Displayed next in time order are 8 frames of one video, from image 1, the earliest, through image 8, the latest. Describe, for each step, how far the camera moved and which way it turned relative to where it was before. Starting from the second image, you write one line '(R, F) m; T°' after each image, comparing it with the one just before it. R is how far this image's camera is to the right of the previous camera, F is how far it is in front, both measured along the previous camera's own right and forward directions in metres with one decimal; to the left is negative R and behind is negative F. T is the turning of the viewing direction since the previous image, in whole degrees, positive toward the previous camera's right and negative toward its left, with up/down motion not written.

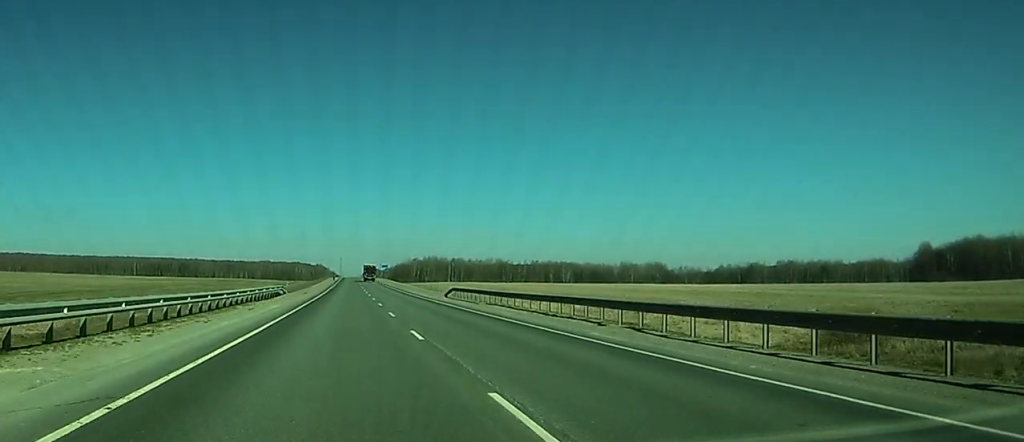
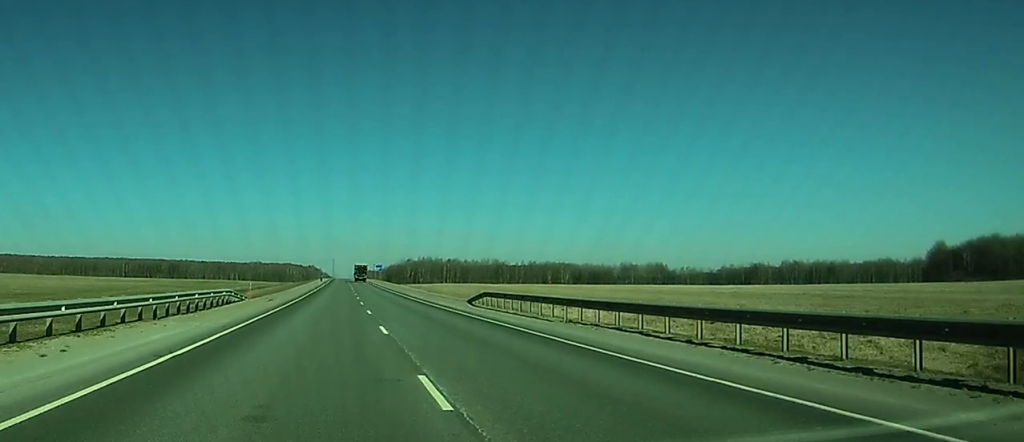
(+0.1, +22.2) m; 0°
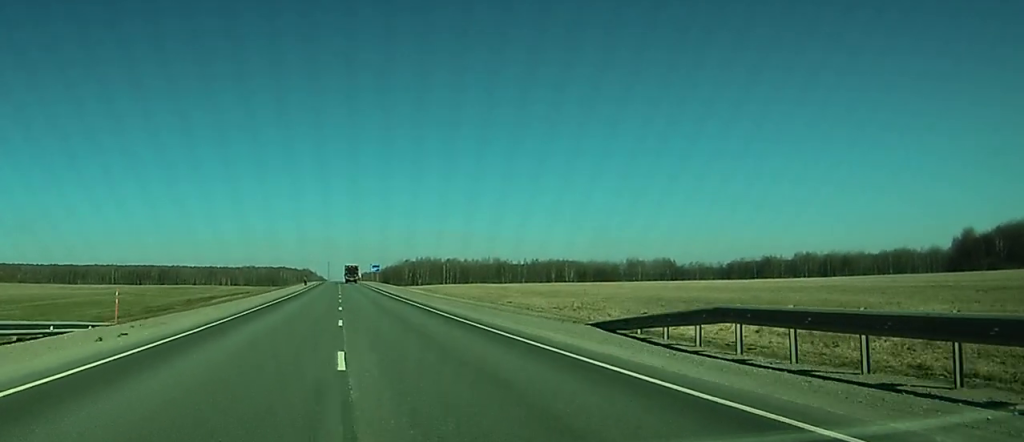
(+0.1, +32.3) m; +1°
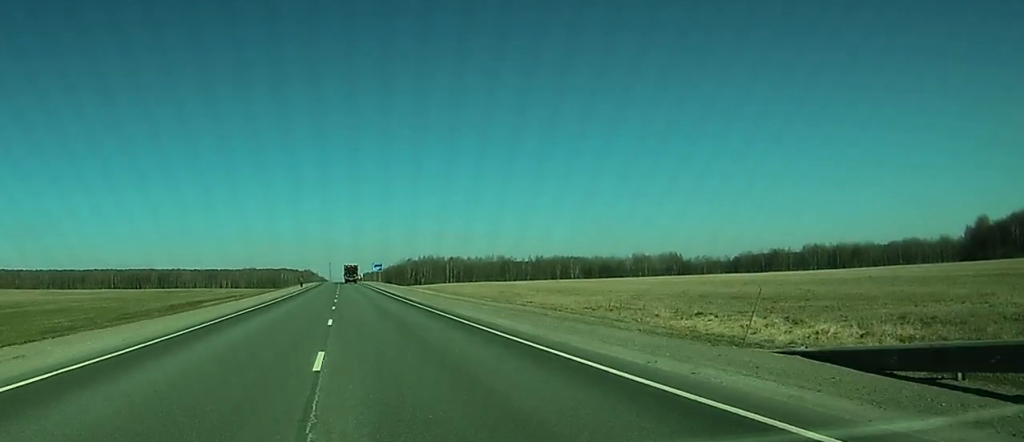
(+0.1, +12.2) m; +1°
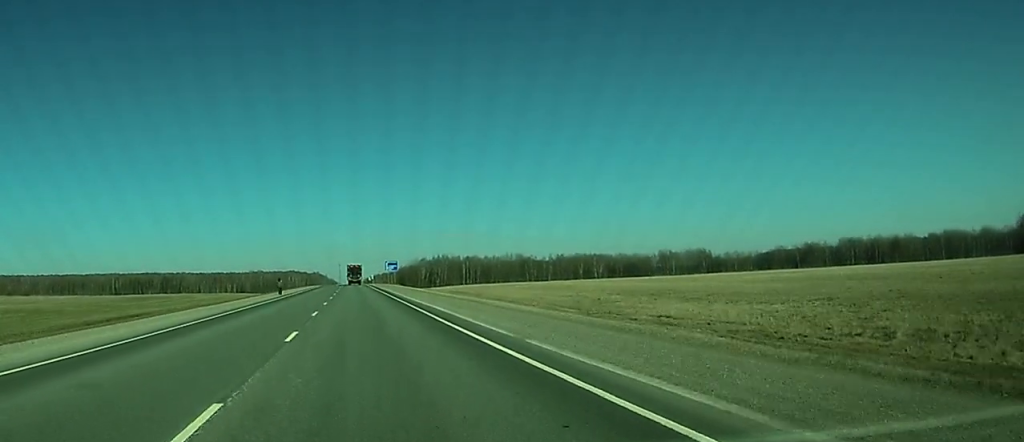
(+0.9, +42.4) m; +1°
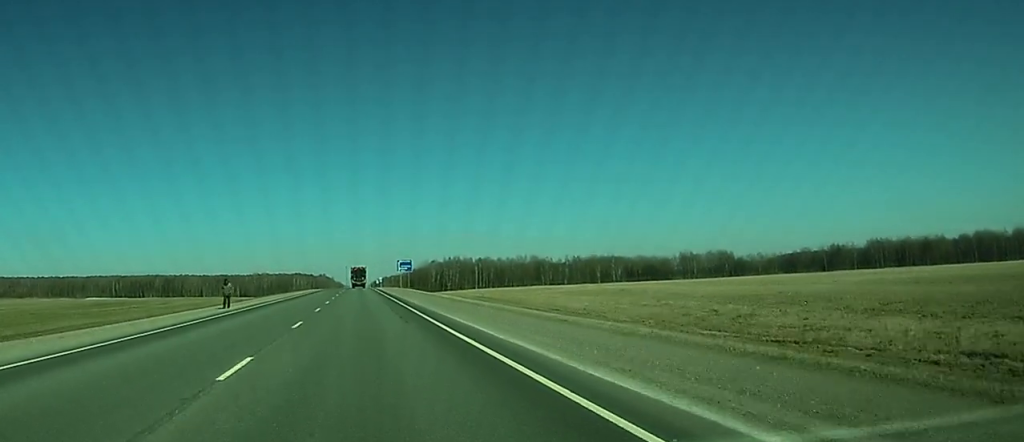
(-0.6, +31.2) m; -2°
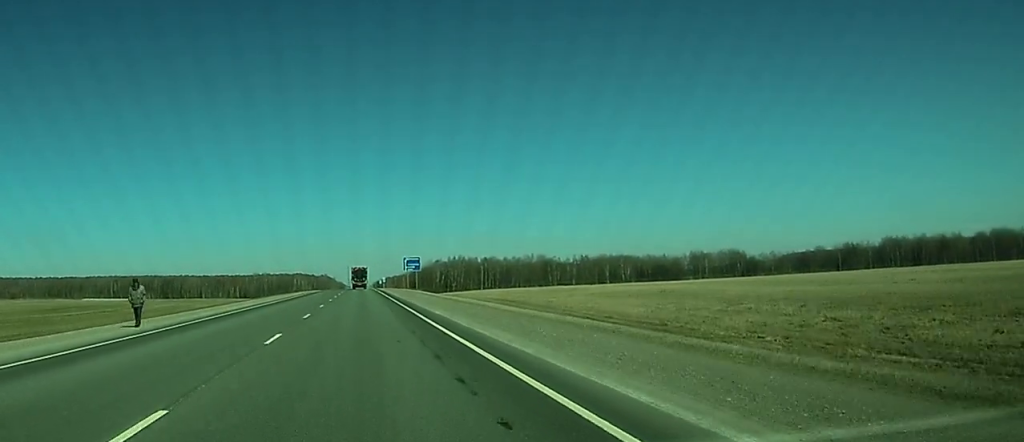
(-0.2, +18.0) m; 0°
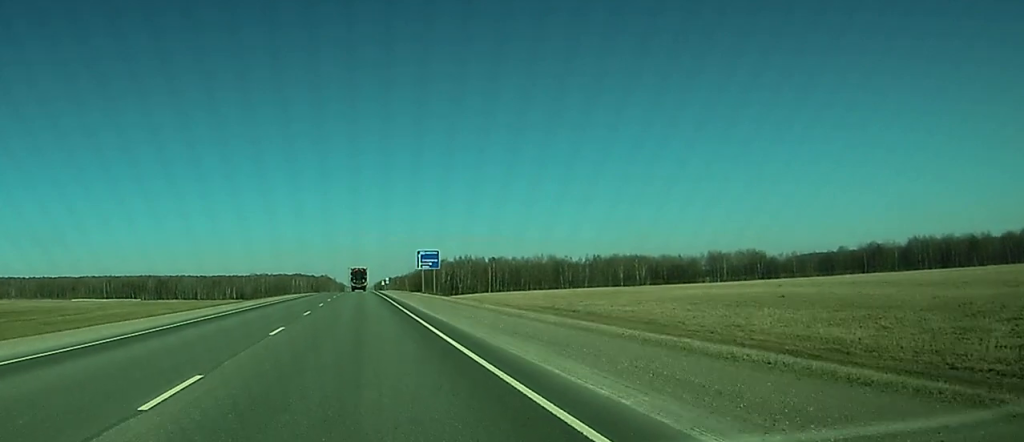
(-0.1, +33.8) m; 0°
